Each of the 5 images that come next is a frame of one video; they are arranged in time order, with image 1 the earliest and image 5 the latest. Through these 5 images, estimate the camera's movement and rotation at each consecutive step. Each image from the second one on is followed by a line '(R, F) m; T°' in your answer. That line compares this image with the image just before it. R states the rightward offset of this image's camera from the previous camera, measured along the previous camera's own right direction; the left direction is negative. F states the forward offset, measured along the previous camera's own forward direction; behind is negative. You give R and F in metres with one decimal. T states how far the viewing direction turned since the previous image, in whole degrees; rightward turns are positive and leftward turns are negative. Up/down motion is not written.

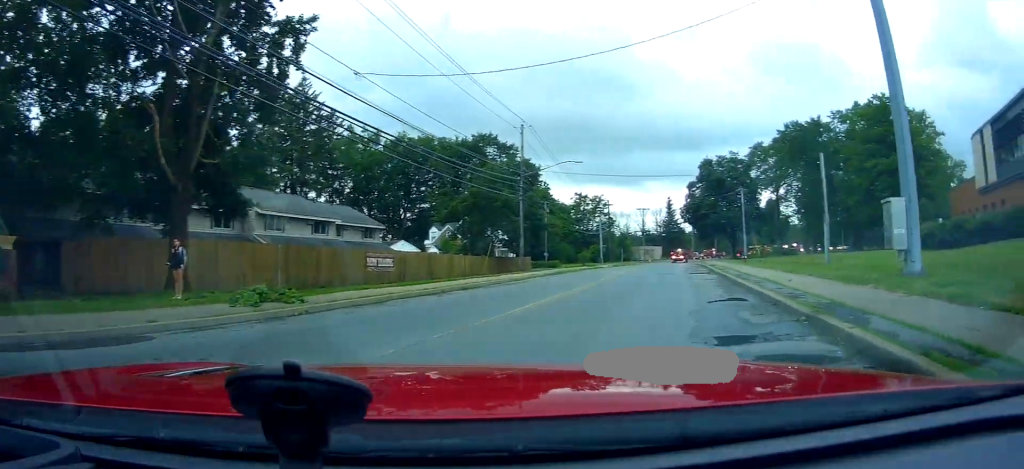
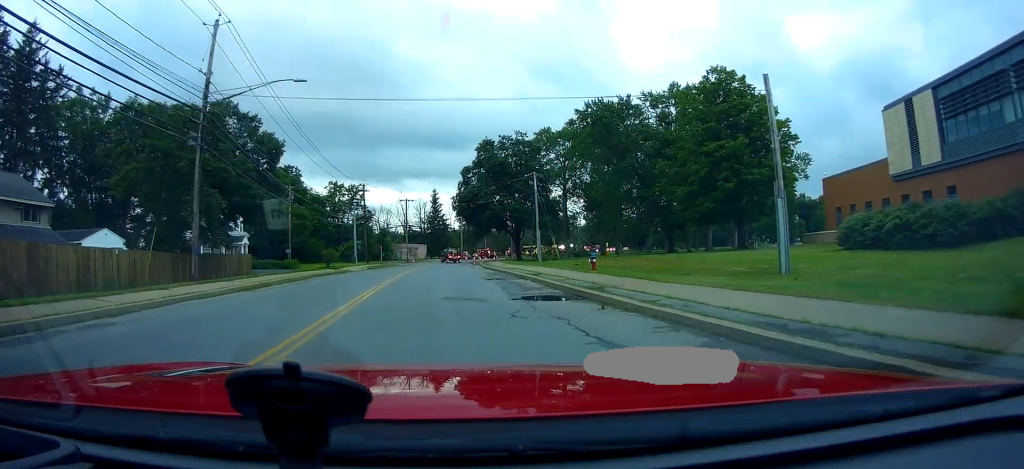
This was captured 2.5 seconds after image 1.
(+5.0, +16.9) m; +22°
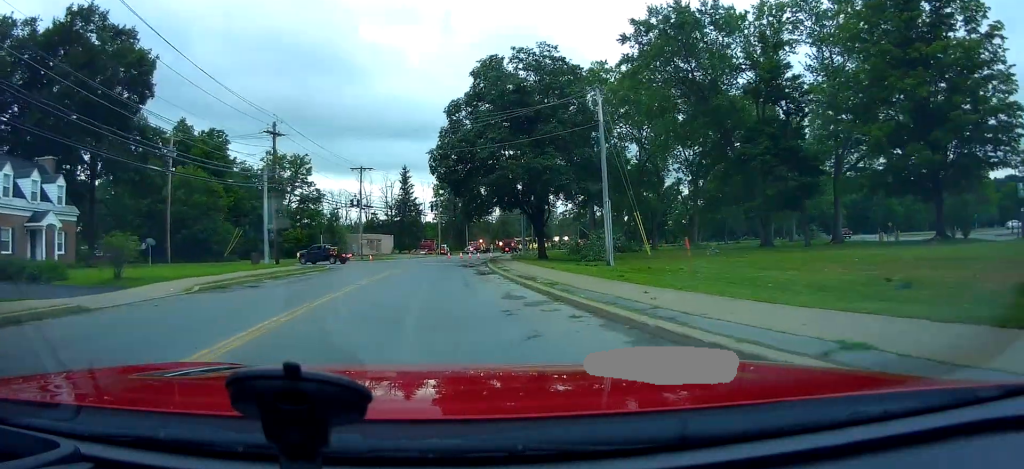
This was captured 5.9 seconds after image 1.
(+2.6, +34.6) m; +2°
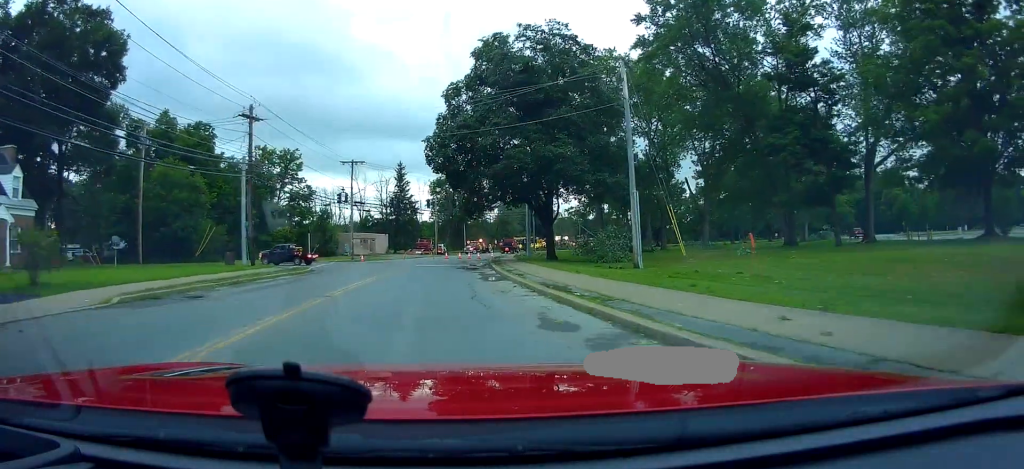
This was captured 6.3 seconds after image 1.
(-0.2, +5.1) m; 0°
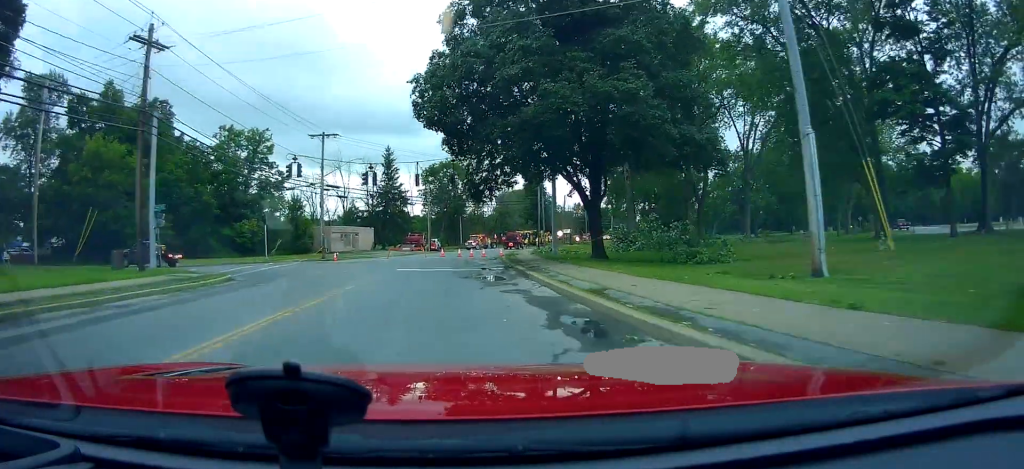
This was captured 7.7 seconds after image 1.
(+0.4, +14.2) m; +2°
